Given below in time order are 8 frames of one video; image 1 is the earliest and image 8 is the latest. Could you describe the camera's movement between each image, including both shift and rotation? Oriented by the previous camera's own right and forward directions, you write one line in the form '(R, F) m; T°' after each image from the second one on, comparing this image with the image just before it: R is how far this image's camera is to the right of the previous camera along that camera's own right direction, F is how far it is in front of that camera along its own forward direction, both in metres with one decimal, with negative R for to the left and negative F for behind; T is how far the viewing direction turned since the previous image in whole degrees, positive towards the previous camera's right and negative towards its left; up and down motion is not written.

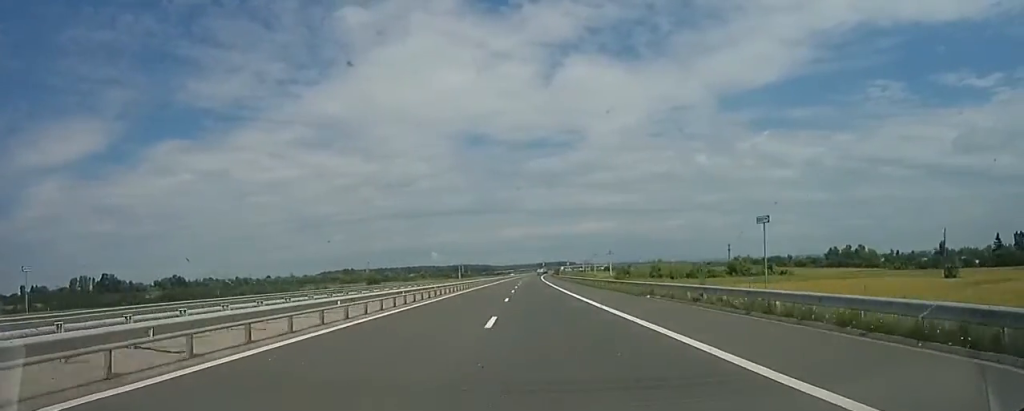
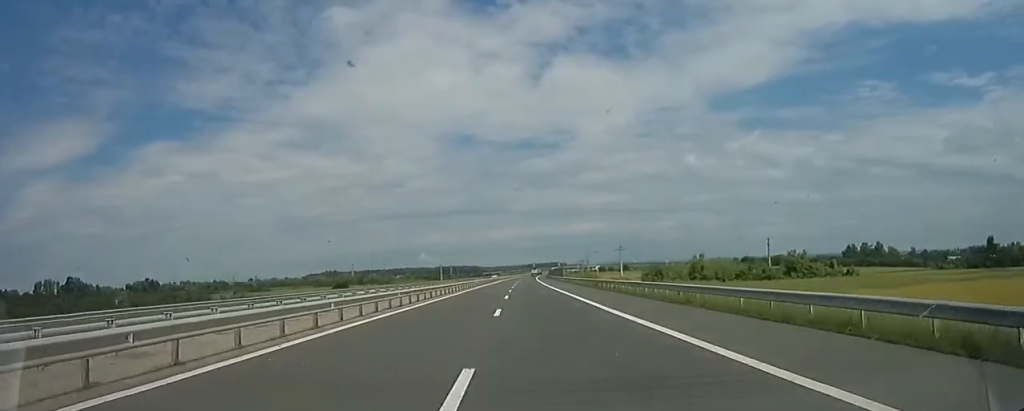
(+0.4, +32.5) m; 0°
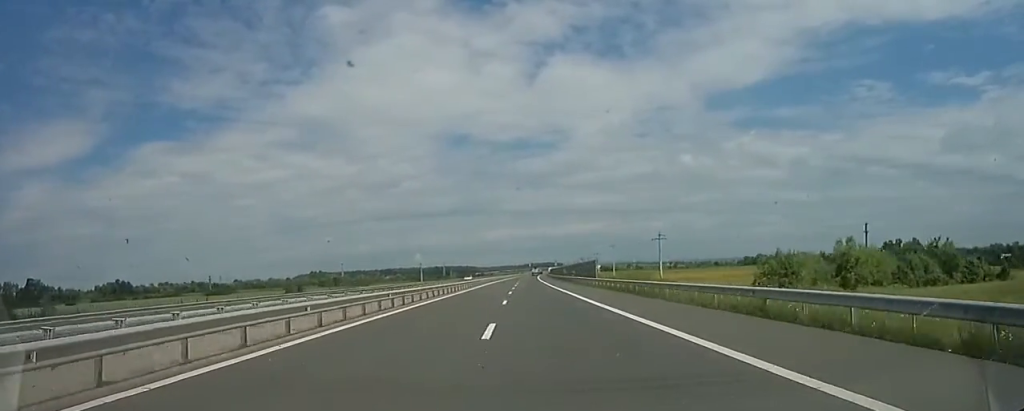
(+0.2, +41.9) m; +1°
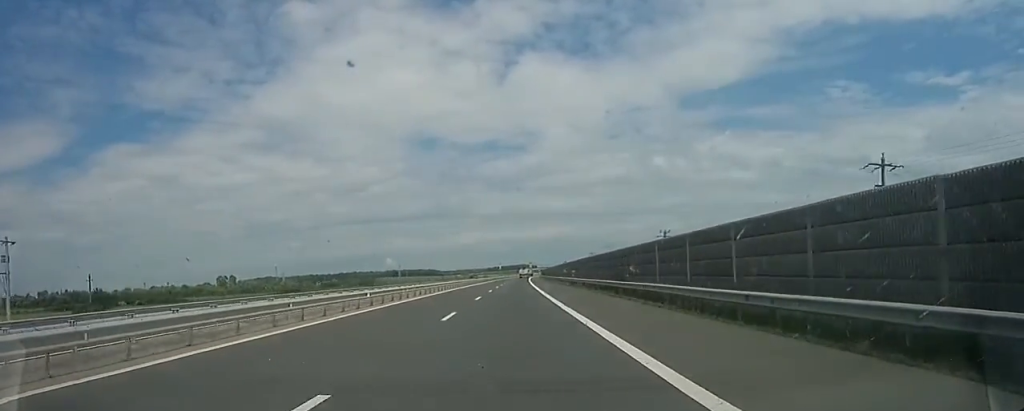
(+5.1, +174.5) m; +3°
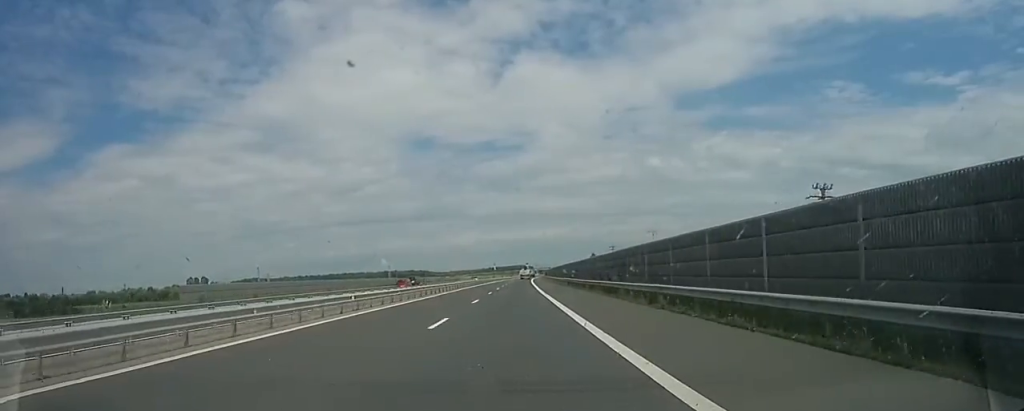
(+0.4, +50.0) m; +1°
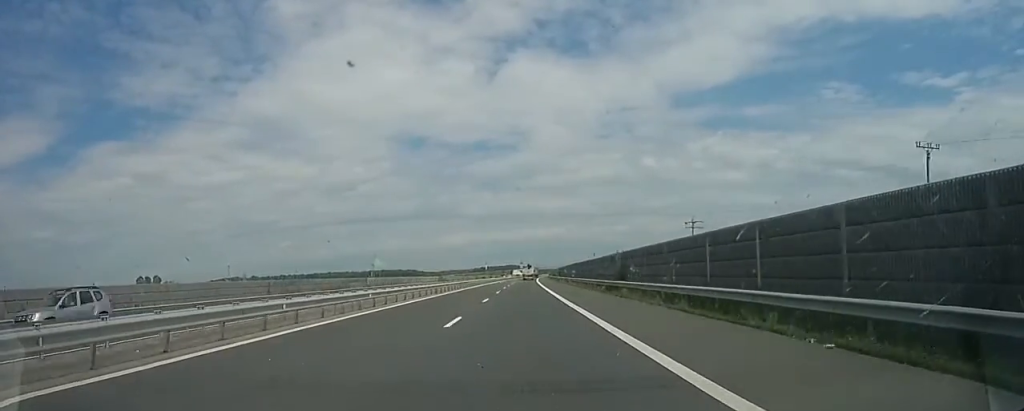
(+0.9, +70.8) m; +1°
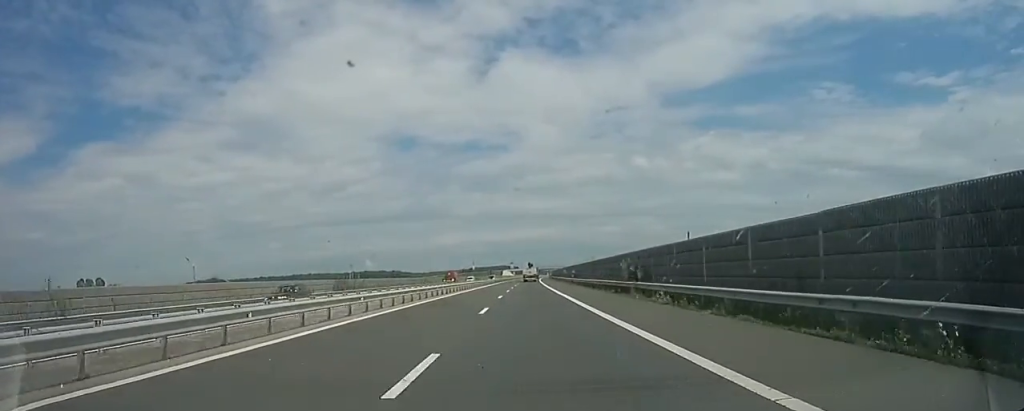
(0.0, +66.2) m; 0°
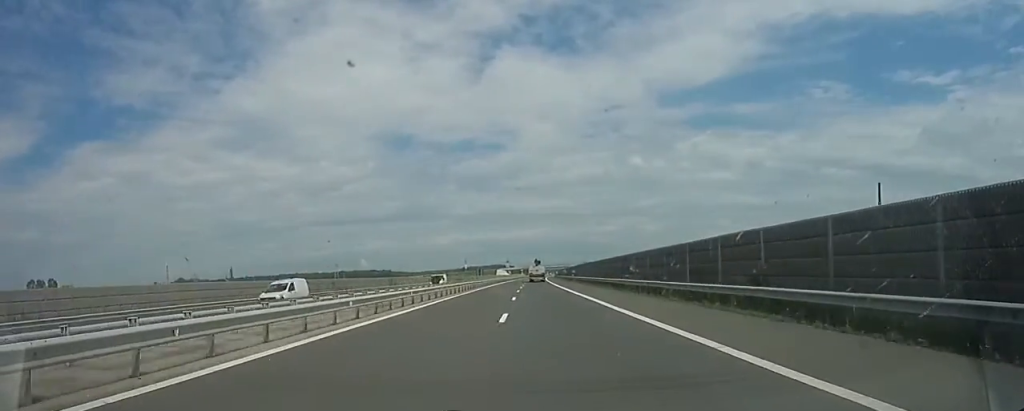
(-0.1, +51.3) m; 0°
